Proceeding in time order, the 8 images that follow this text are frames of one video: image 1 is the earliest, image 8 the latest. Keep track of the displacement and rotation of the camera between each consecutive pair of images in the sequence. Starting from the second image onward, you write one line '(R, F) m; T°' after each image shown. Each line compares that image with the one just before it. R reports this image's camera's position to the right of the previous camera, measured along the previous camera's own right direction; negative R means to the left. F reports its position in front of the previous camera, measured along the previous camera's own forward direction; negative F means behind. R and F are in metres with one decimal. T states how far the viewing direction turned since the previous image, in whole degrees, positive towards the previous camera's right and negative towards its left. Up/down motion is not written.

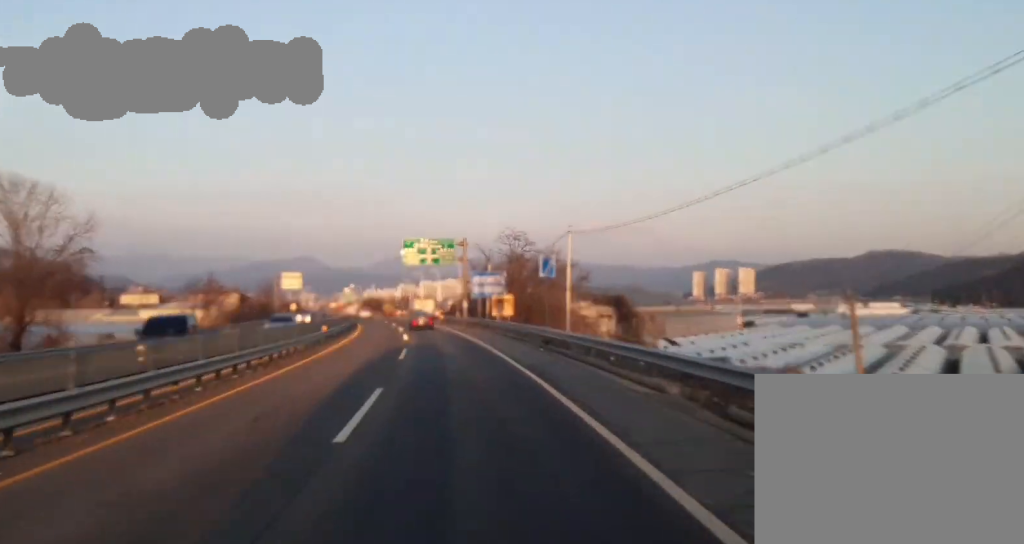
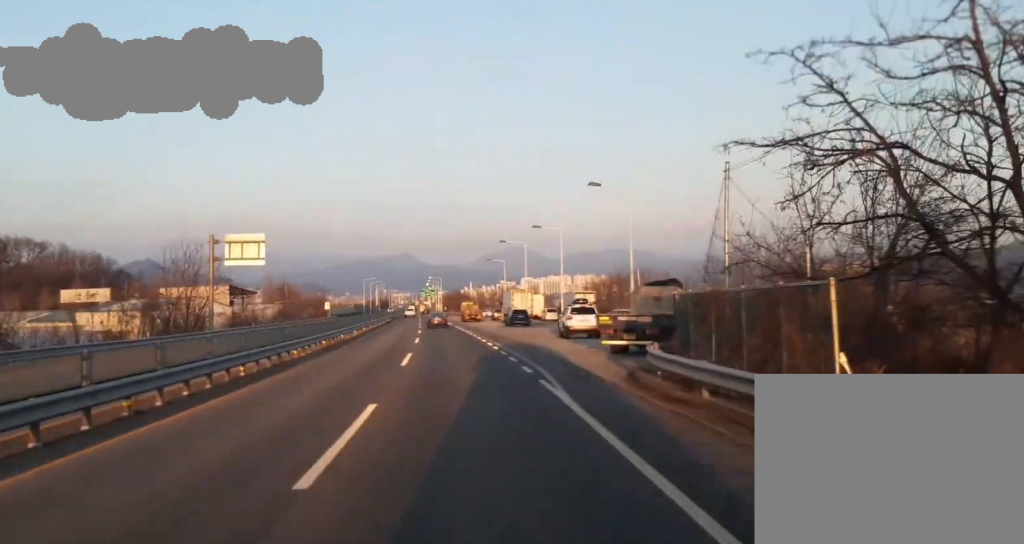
(-5.8, +82.3) m; -9°
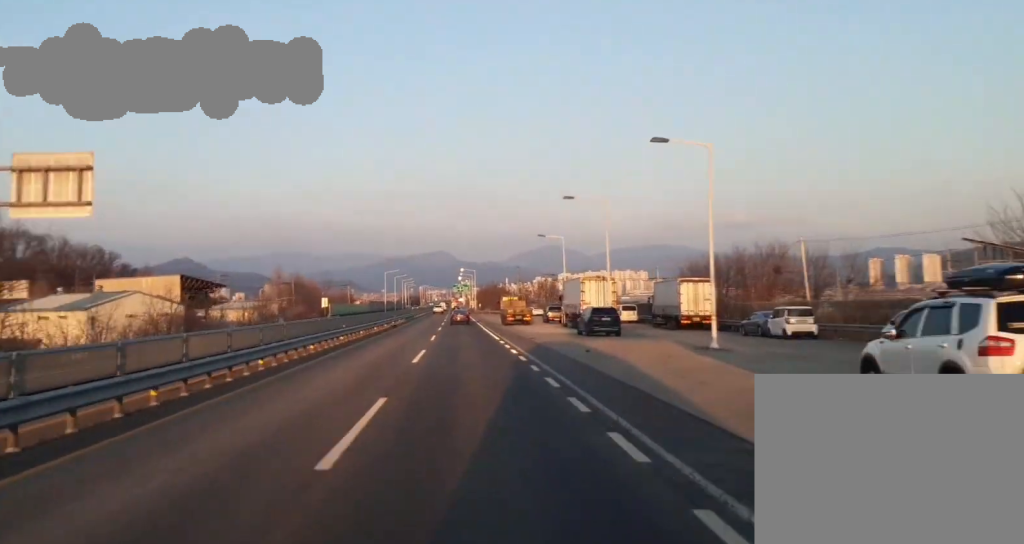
(-1.2, +37.9) m; -2°
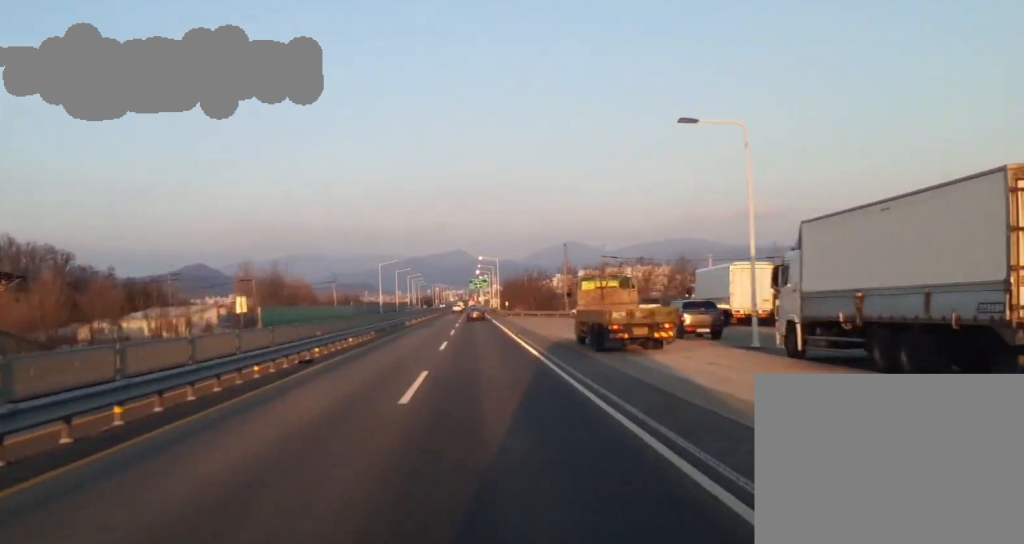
(0.0, +53.5) m; 0°
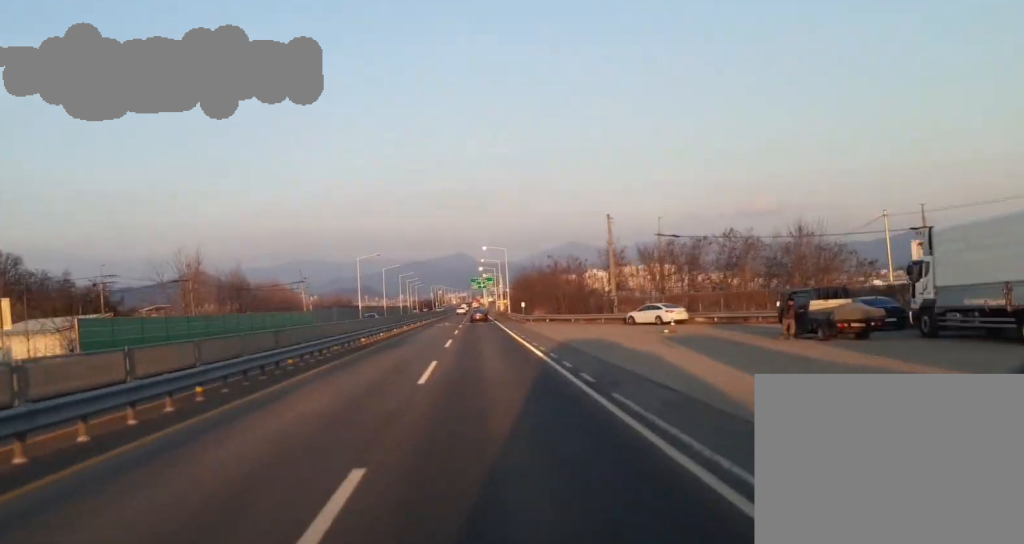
(0.0, +35.3) m; 0°
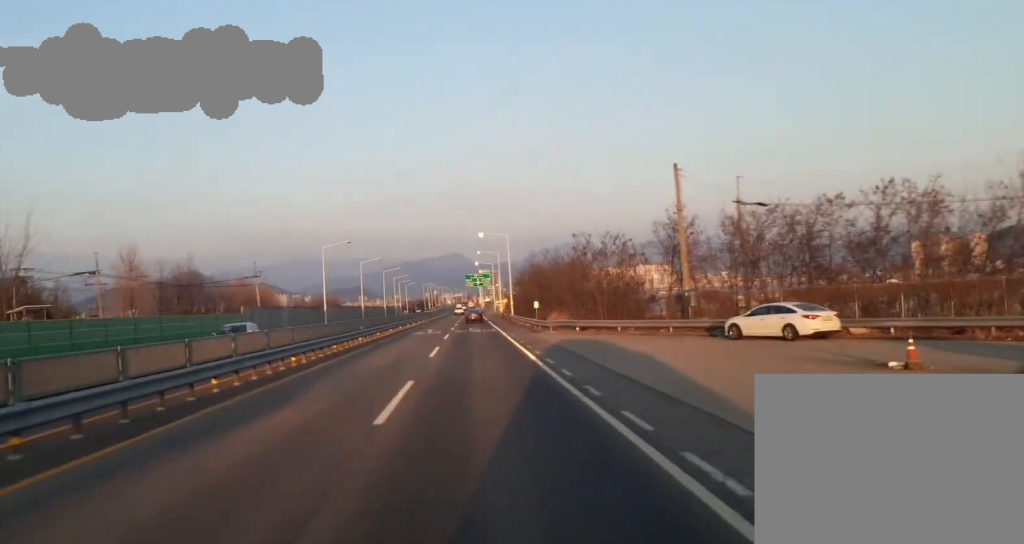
(0.0, +26.9) m; 0°
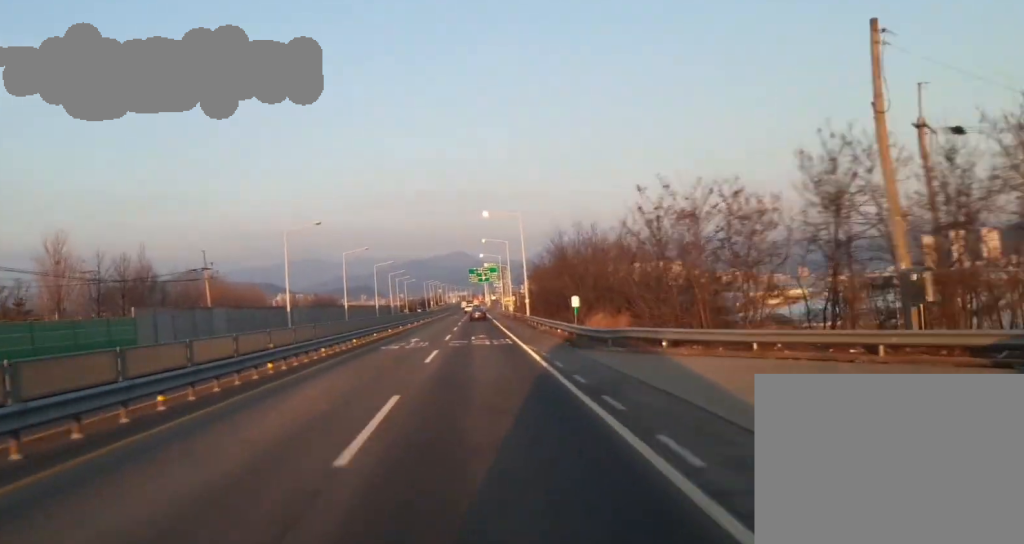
(0.0, +24.0) m; 0°
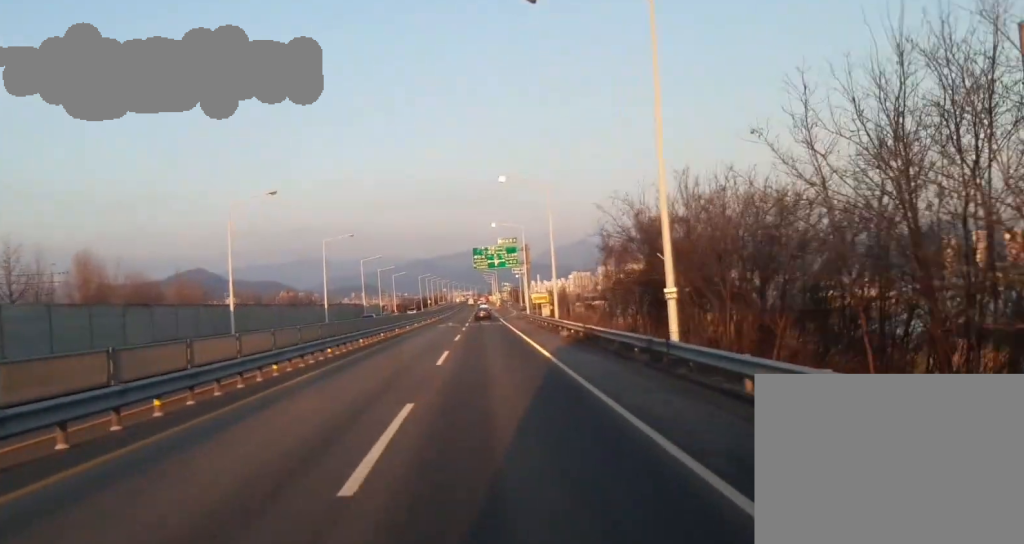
(0.0, +62.3) m; 0°
